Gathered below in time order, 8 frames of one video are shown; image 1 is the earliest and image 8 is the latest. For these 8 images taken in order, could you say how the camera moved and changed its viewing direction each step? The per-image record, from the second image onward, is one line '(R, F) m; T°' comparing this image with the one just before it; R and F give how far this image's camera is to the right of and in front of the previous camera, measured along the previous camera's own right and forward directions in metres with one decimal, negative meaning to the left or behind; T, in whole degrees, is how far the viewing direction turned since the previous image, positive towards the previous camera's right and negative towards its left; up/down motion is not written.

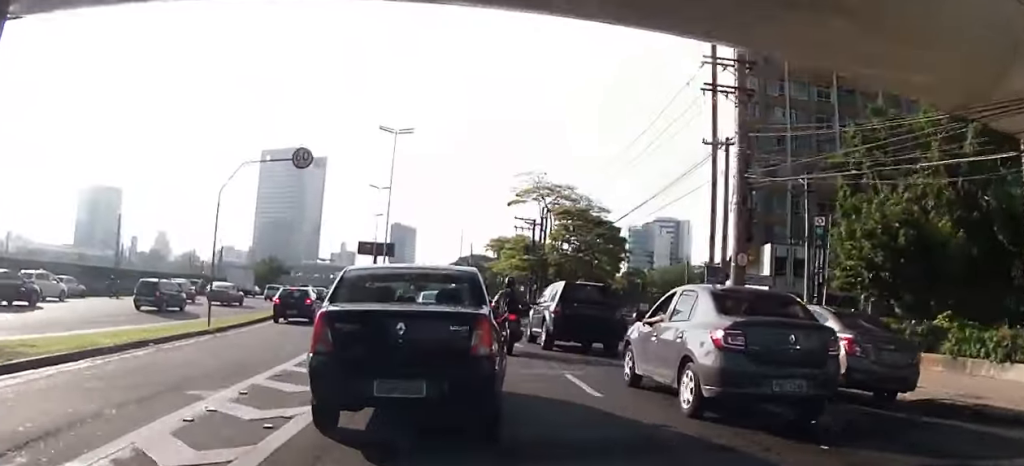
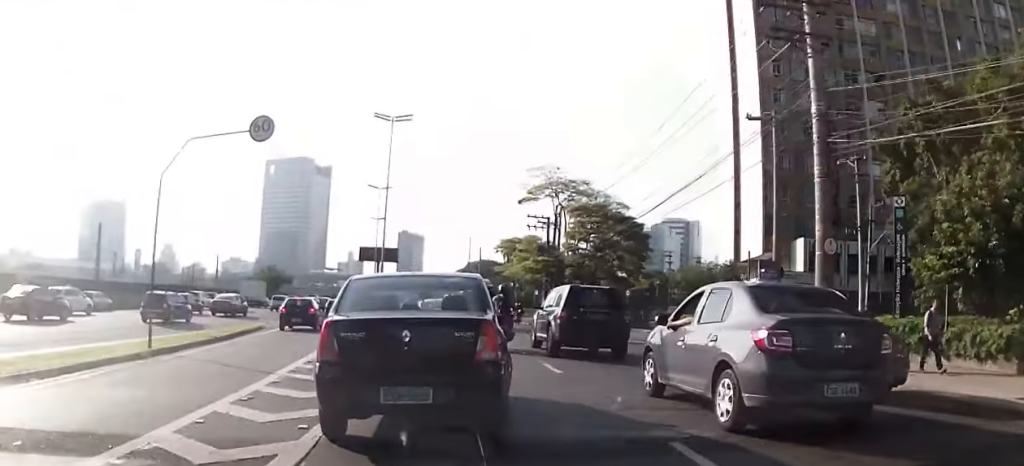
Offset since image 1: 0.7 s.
(-0.1, +5.6) m; 0°
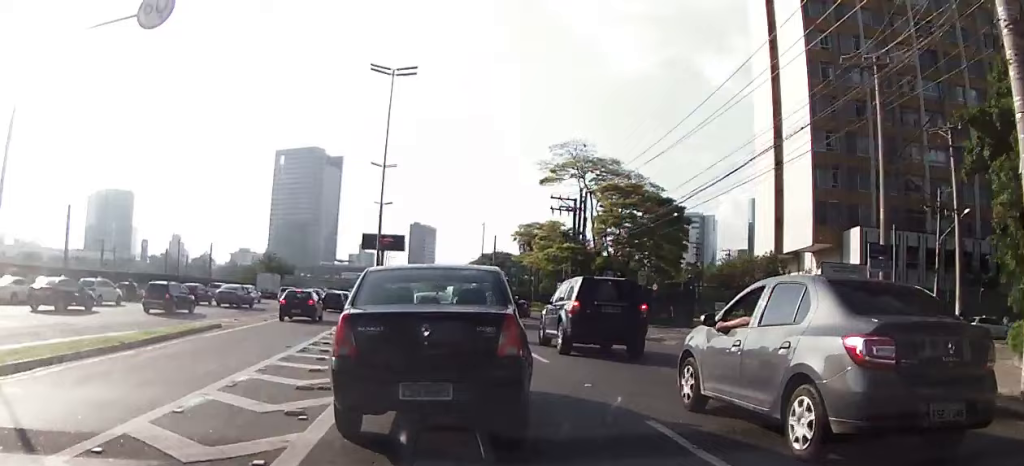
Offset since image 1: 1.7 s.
(+0.1, +7.9) m; 0°
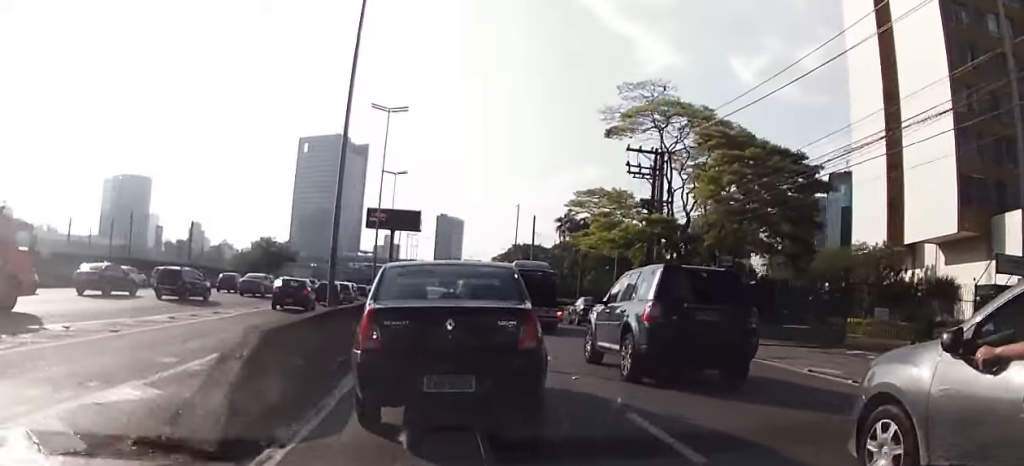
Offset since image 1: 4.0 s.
(-0.2, +17.1) m; -1°
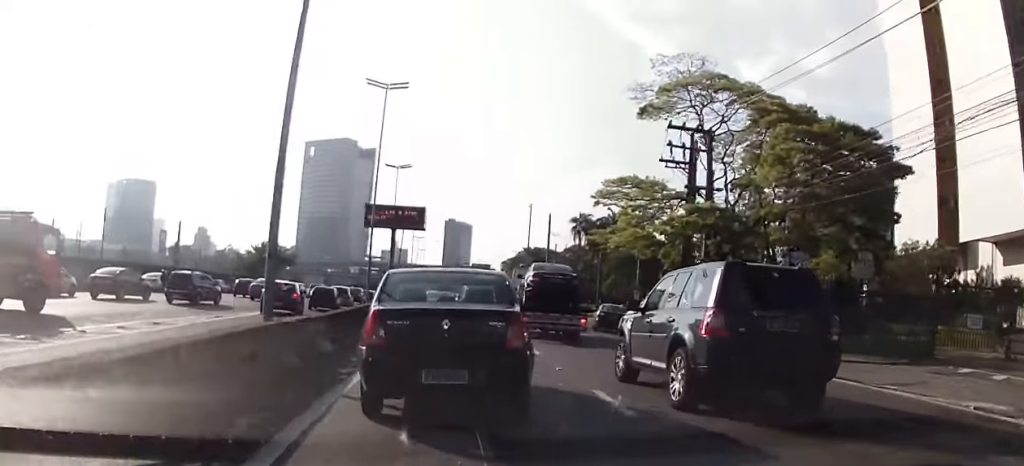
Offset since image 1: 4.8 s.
(0.0, +6.1) m; -1°
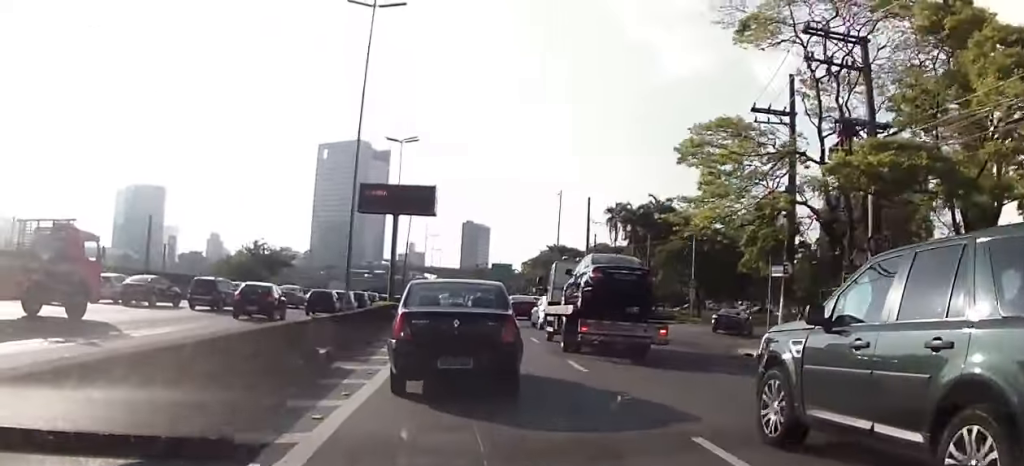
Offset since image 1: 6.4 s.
(-0.1, +11.4) m; 0°
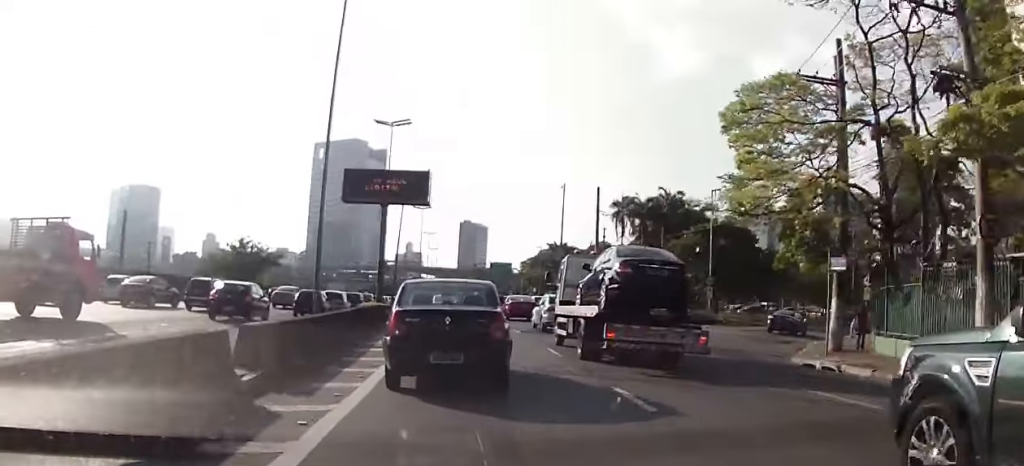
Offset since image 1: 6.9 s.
(0.0, +4.4) m; 0°
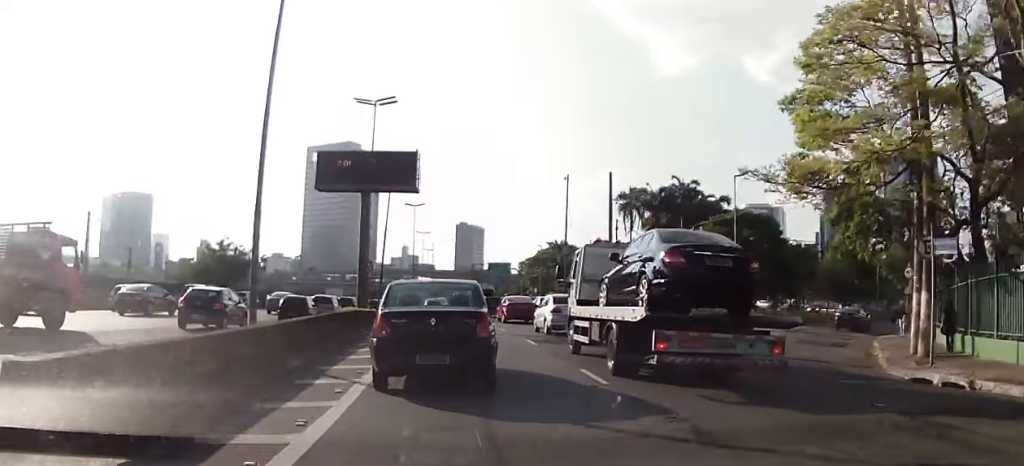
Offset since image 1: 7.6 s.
(0.0, +5.1) m; 0°
